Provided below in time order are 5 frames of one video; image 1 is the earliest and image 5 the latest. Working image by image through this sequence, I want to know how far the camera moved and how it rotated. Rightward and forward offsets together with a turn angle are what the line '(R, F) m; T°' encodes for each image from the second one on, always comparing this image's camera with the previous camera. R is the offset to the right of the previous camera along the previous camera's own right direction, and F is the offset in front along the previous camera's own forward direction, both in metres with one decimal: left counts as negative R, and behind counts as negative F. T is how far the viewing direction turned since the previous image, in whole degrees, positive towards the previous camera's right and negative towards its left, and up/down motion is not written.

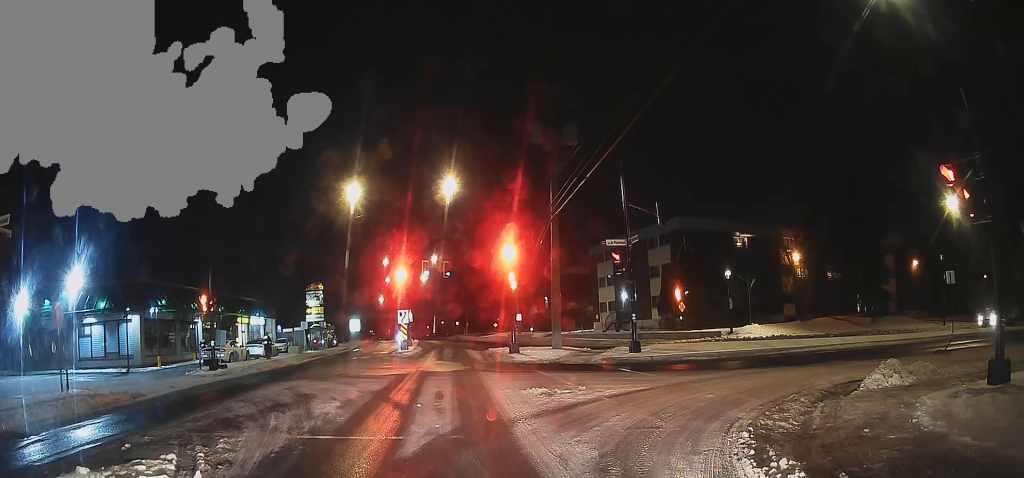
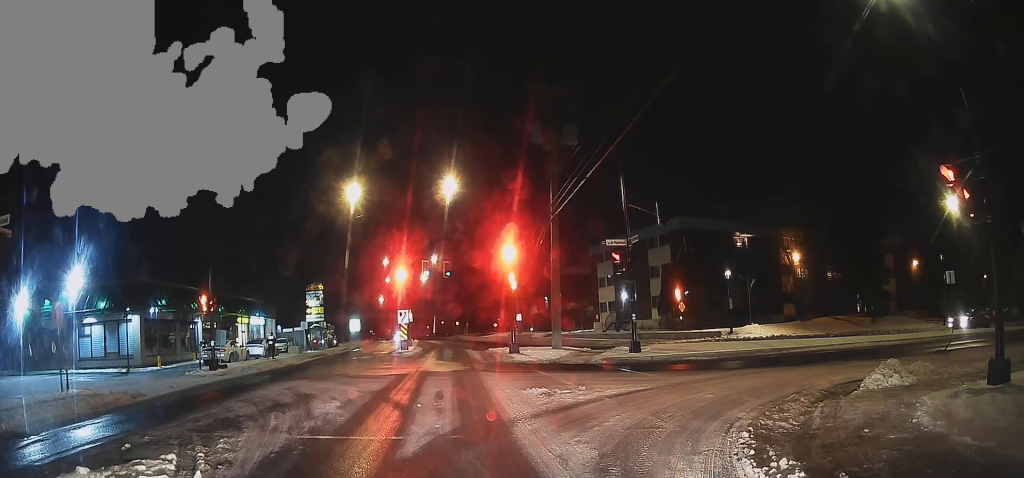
(0.0, 0.0) m; 0°
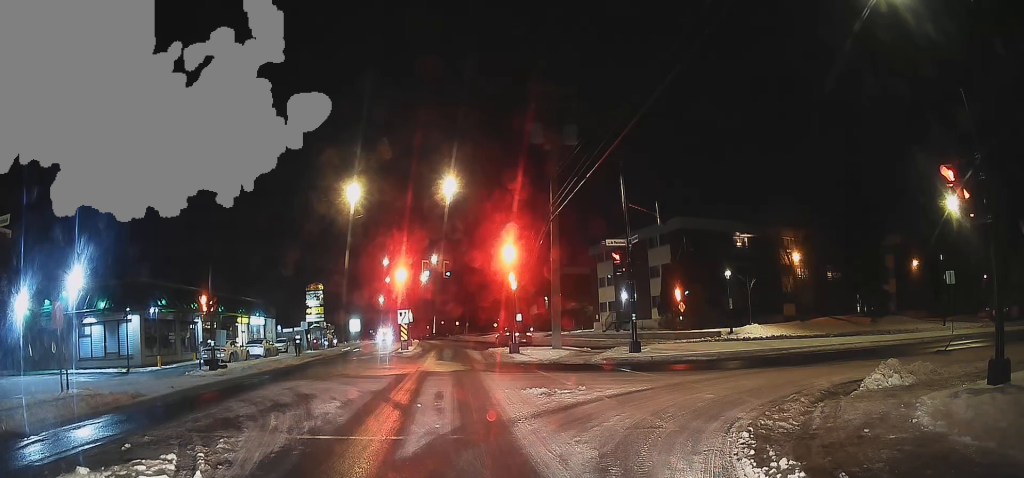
(0.0, 0.0) m; 0°
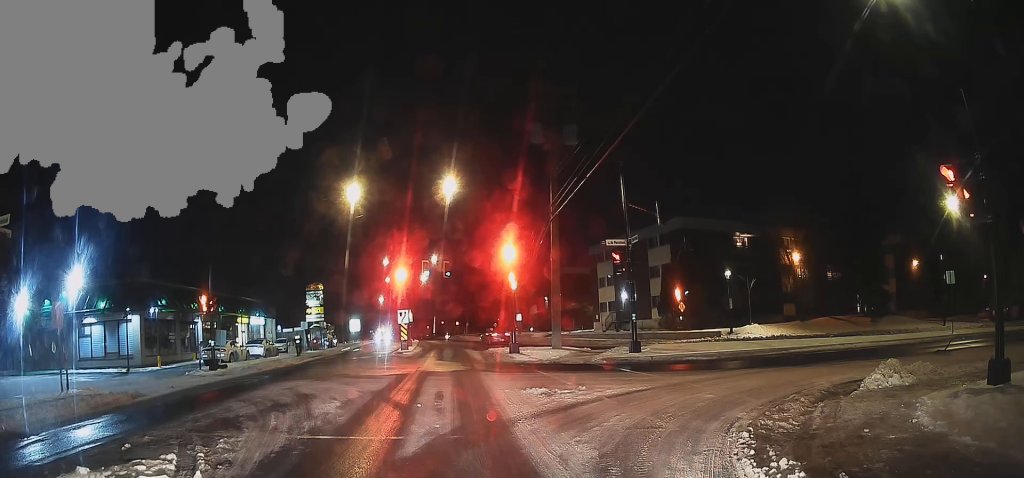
(0.0, 0.0) m; 0°
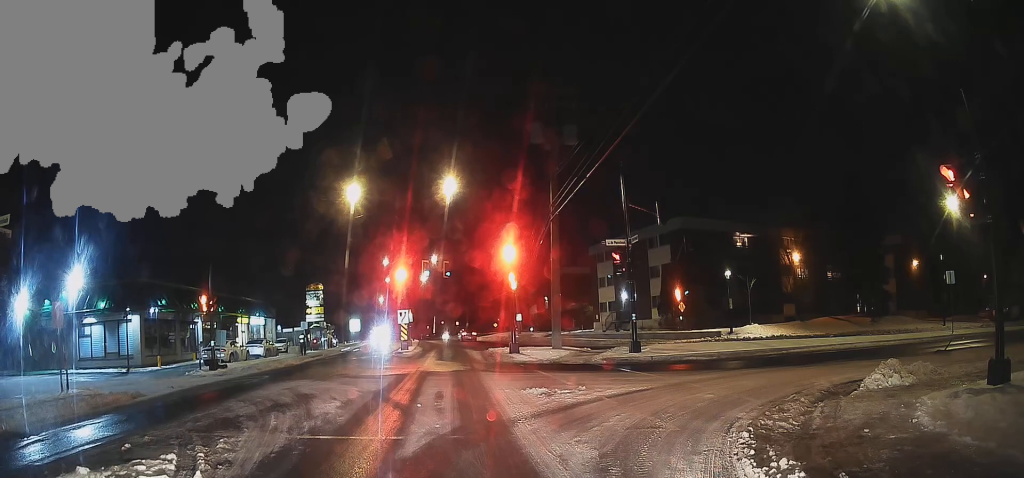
(0.0, 0.0) m; 0°
